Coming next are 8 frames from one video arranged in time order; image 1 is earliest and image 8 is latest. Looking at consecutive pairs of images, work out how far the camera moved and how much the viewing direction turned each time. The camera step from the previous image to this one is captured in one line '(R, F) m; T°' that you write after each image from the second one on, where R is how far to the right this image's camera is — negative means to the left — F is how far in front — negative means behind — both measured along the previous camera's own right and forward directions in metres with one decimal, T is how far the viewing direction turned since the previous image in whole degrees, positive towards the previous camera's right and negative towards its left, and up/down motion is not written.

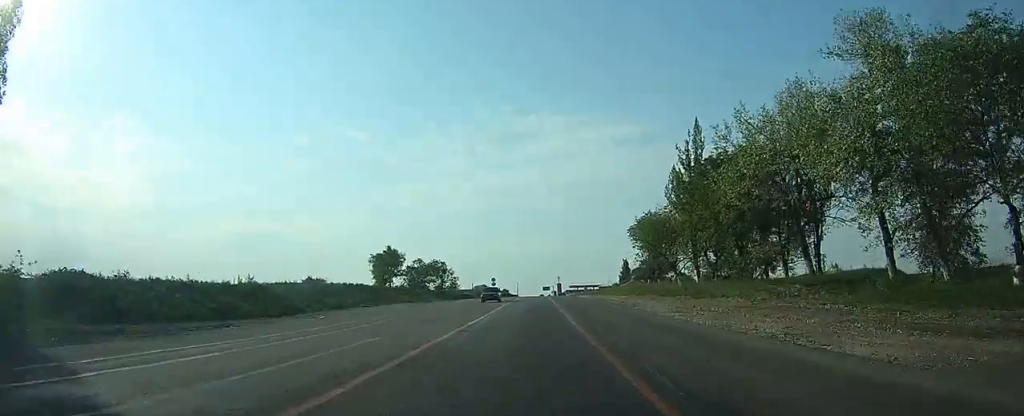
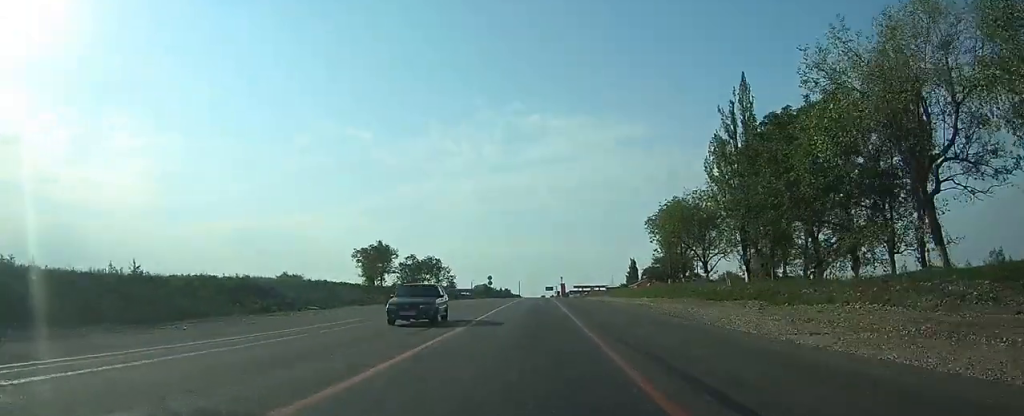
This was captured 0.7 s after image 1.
(0.0, +15.4) m; 0°
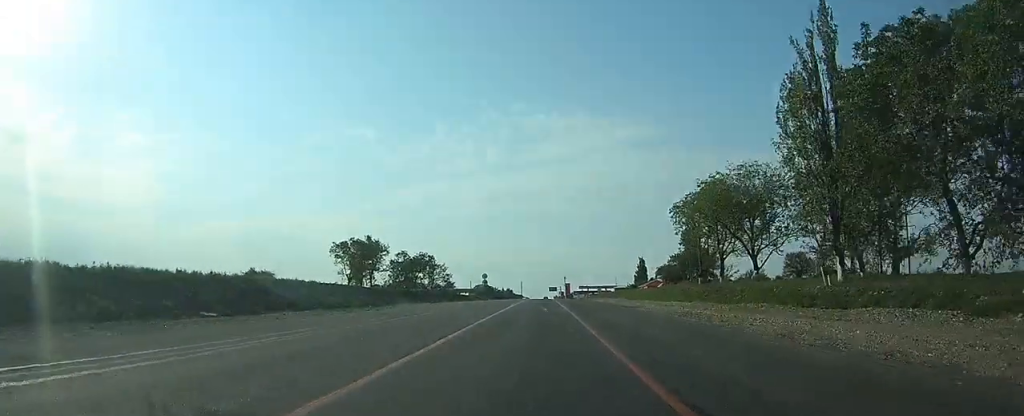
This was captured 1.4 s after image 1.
(0.0, +16.1) m; 0°
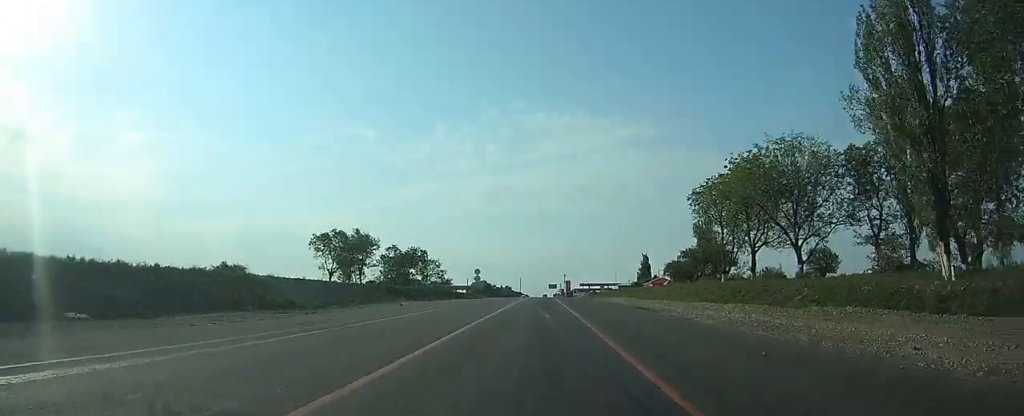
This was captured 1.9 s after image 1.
(0.0, +10.2) m; 0°
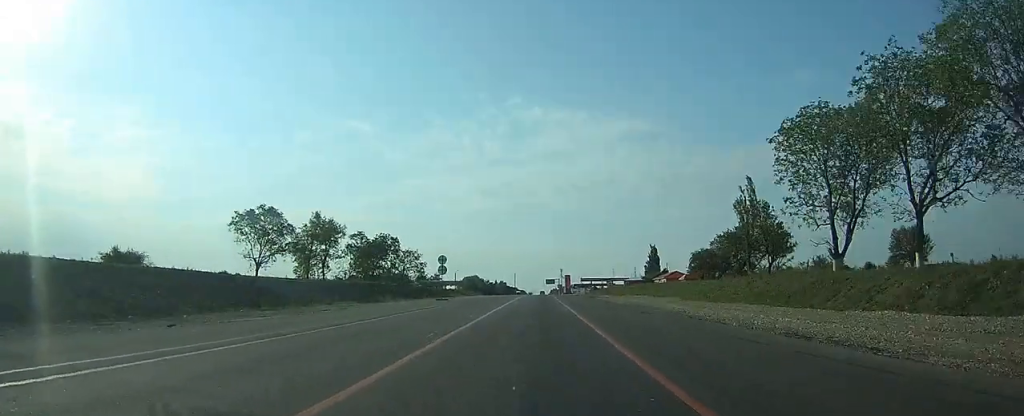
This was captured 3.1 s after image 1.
(-0.1, +27.0) m; 0°
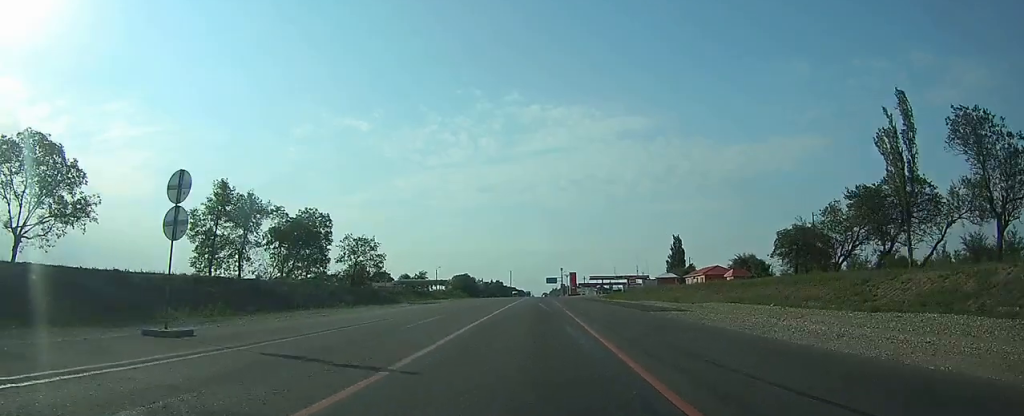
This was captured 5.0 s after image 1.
(+0.2, +41.2) m; +1°
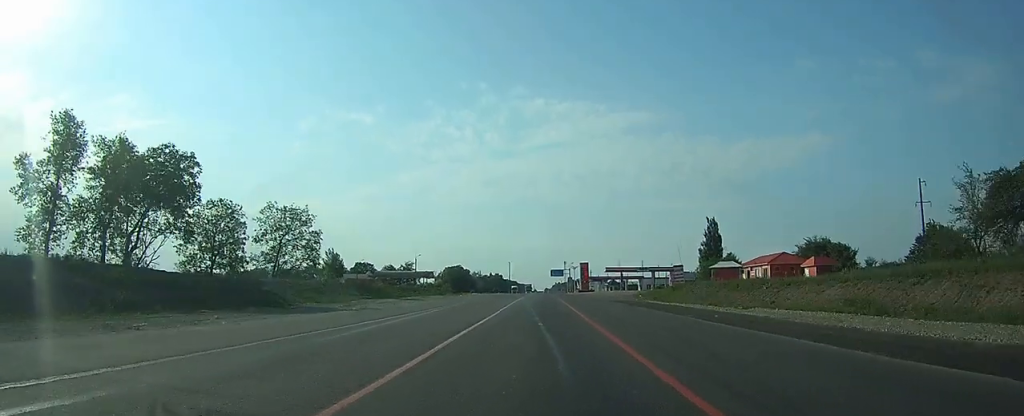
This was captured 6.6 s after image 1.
(-0.1, +36.5) m; 0°
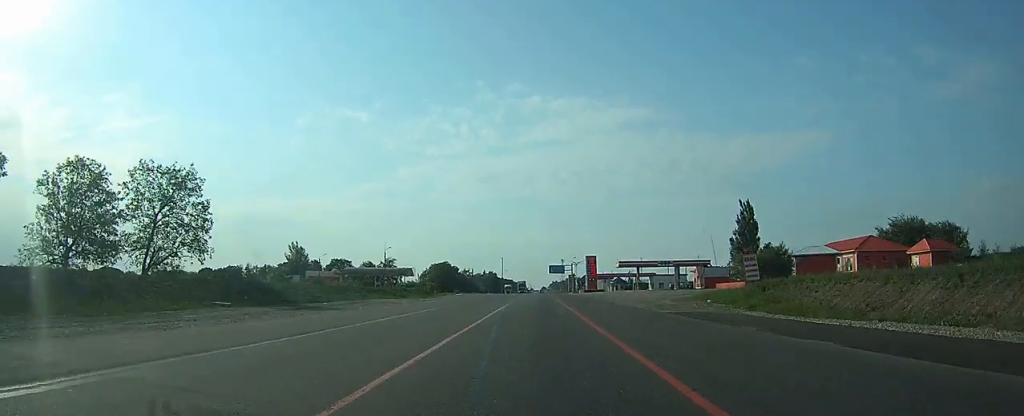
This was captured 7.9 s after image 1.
(+0.1, +28.5) m; 0°
